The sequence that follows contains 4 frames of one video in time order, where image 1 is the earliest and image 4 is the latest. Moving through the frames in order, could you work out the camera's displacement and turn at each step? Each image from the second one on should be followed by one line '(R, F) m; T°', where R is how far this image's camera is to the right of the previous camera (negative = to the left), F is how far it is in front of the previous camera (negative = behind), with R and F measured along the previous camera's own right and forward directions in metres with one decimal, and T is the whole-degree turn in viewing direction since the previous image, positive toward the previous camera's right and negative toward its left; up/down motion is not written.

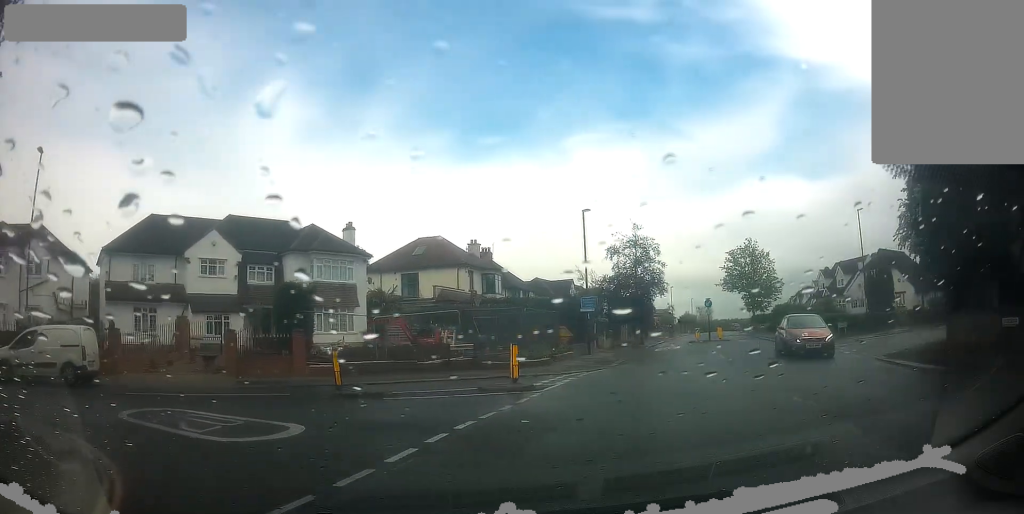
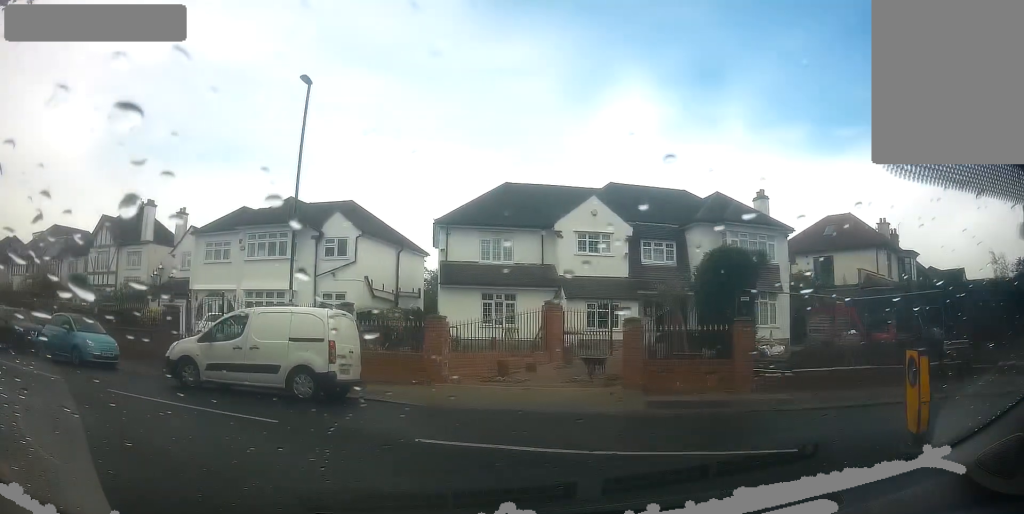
(-1.8, +6.5) m; -29°
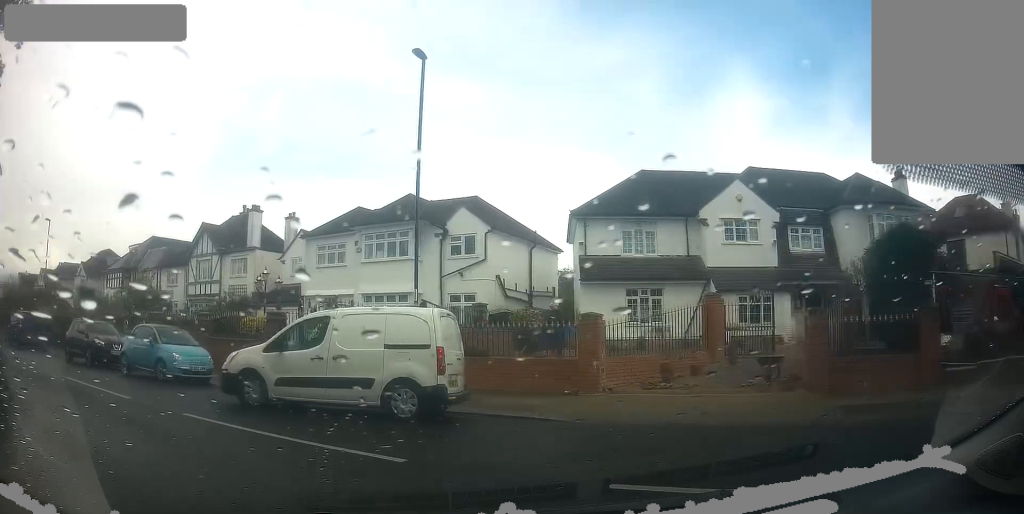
(0.0, +1.4) m; -17°
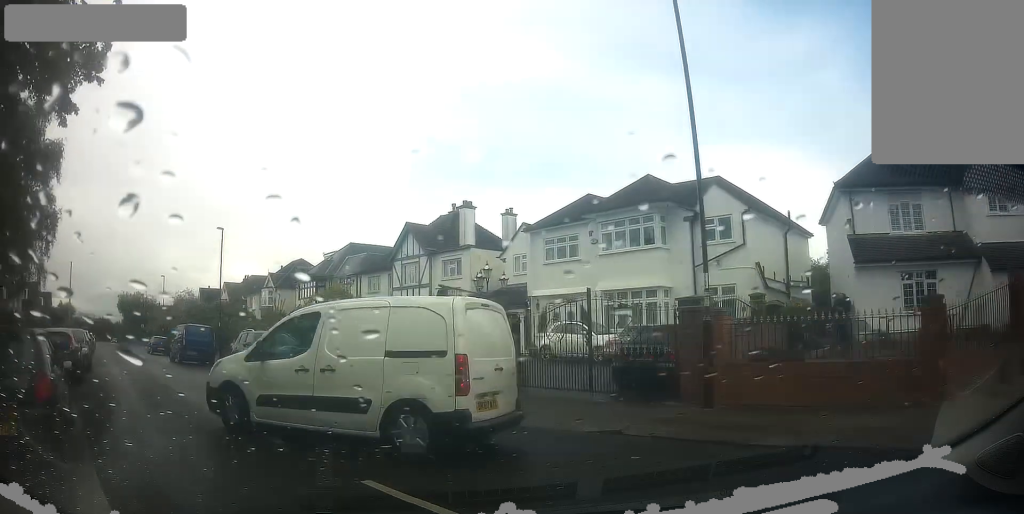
(-1.2, +2.7) m; -34°
